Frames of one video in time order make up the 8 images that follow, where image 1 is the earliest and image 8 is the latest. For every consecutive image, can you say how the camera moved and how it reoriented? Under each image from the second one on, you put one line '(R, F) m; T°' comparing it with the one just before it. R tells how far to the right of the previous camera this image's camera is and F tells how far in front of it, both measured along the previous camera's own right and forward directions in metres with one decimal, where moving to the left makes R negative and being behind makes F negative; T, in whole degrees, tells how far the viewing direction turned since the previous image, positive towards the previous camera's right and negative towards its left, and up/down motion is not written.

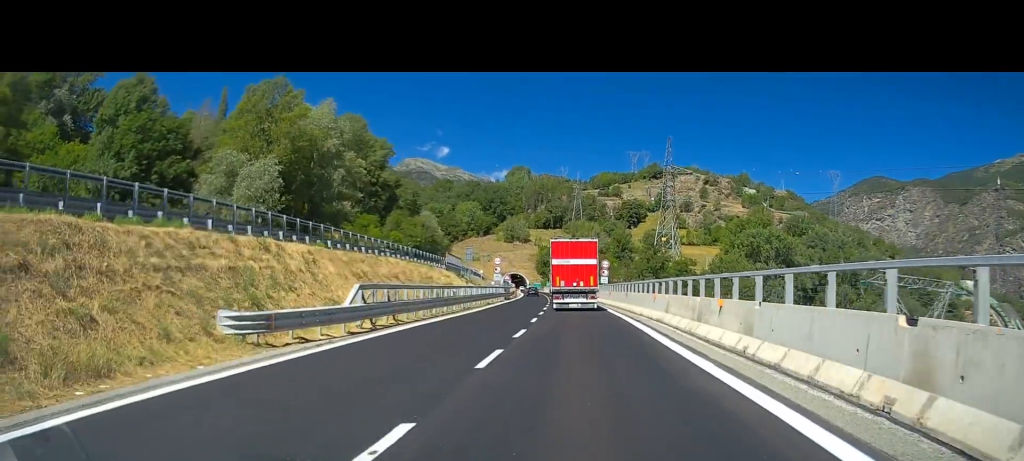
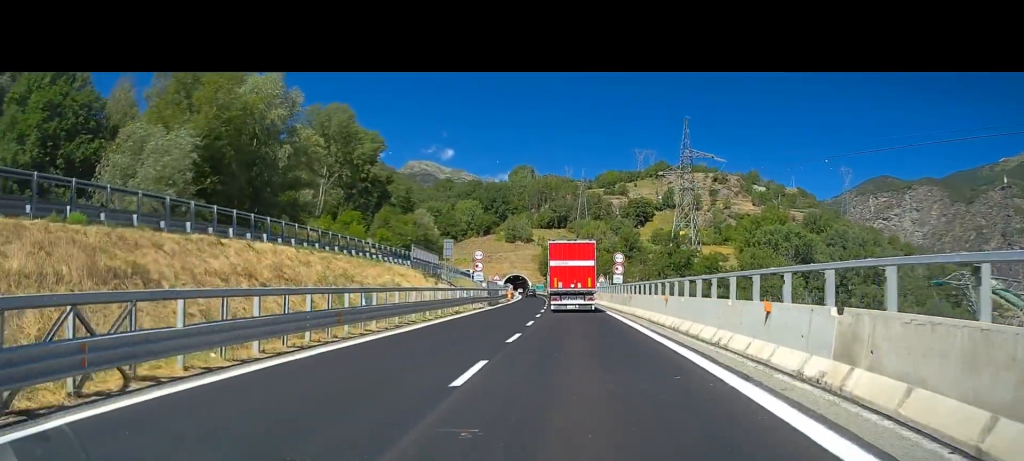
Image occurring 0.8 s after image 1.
(0.0, +15.9) m; 0°
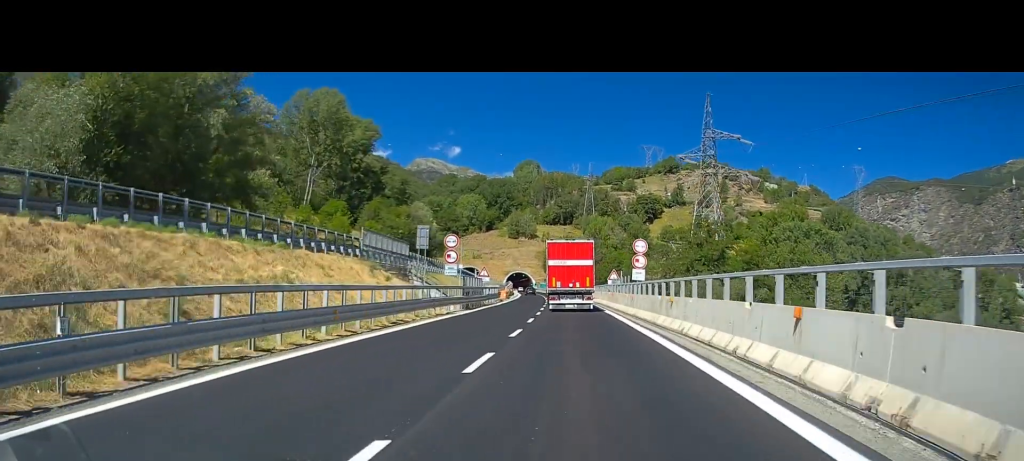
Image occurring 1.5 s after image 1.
(0.0, +13.6) m; -1°
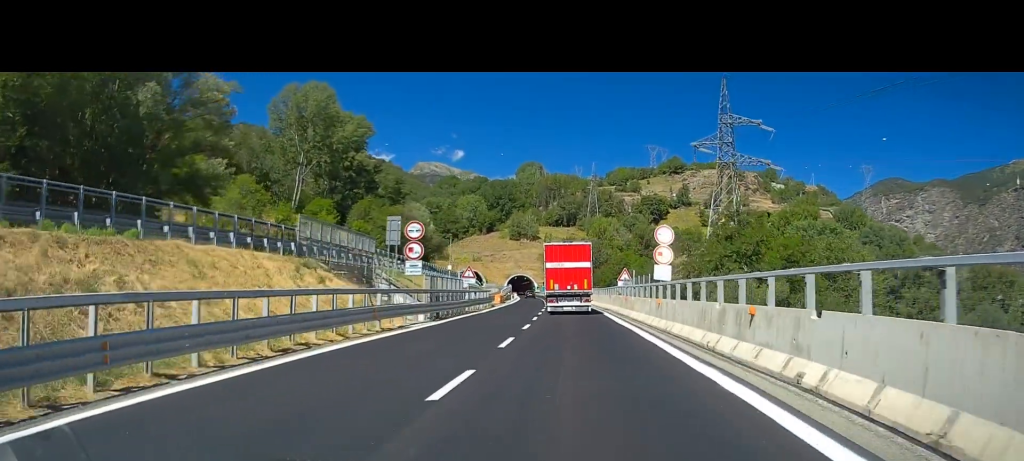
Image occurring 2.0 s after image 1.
(+0.1, +9.6) m; -1°
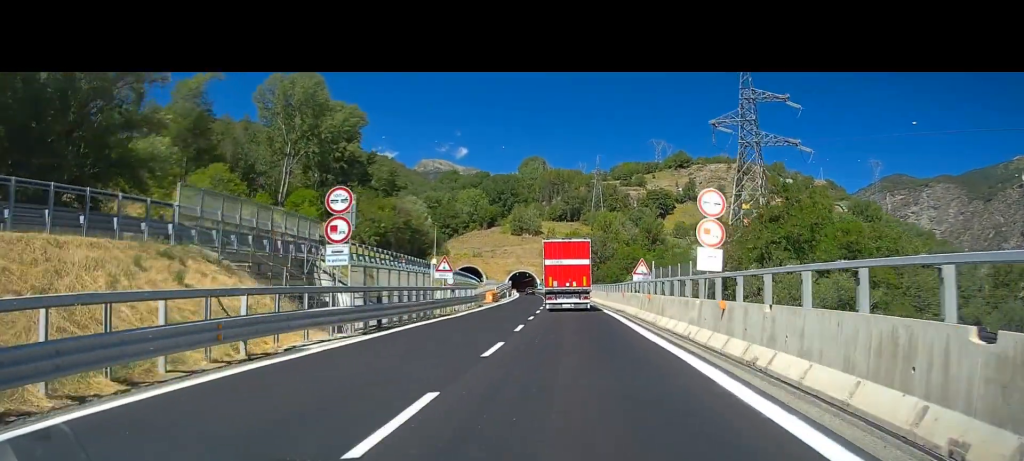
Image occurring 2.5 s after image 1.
(-0.2, +9.9) m; 0°
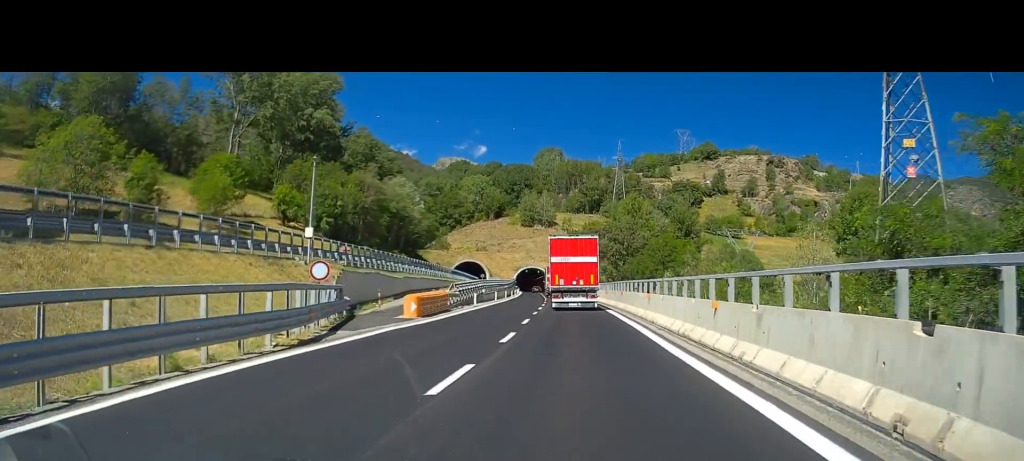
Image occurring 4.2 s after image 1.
(0.0, +34.2) m; -2°
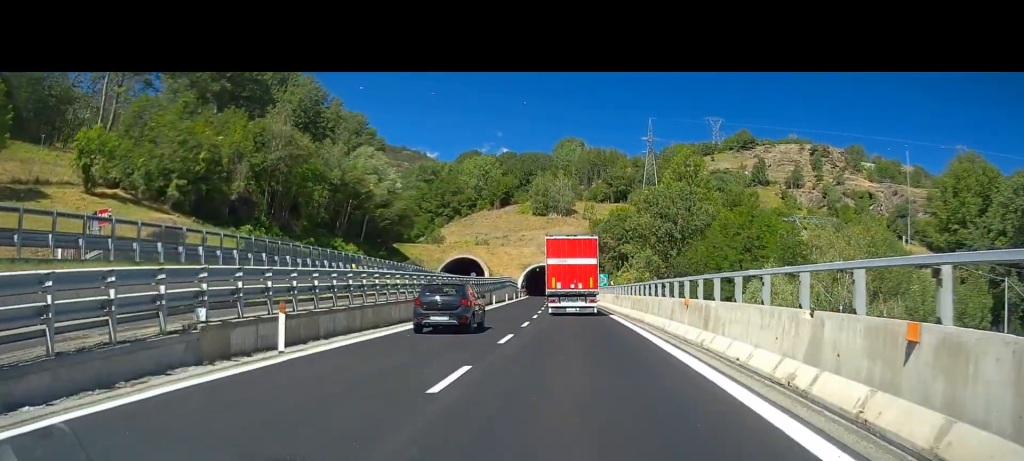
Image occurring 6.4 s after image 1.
(-1.7, +44.1) m; -2°
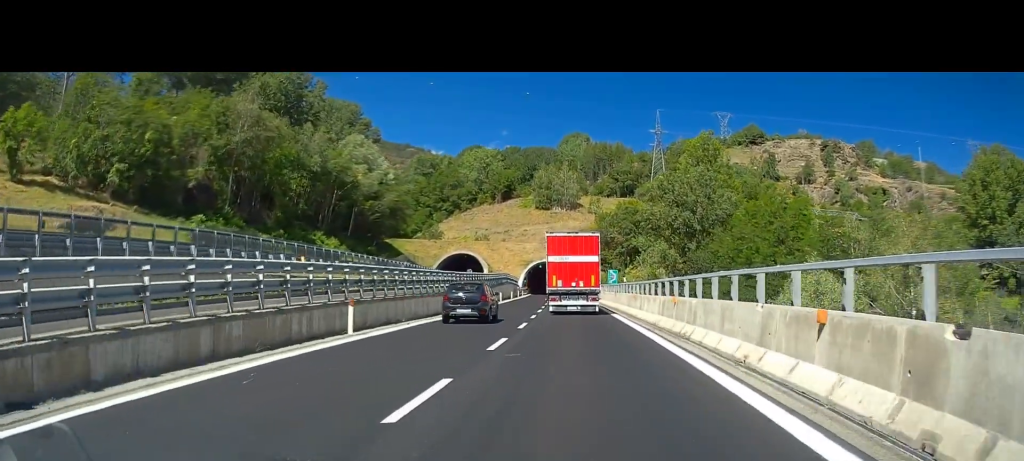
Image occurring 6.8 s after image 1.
(0.0, +9.5) m; 0°
